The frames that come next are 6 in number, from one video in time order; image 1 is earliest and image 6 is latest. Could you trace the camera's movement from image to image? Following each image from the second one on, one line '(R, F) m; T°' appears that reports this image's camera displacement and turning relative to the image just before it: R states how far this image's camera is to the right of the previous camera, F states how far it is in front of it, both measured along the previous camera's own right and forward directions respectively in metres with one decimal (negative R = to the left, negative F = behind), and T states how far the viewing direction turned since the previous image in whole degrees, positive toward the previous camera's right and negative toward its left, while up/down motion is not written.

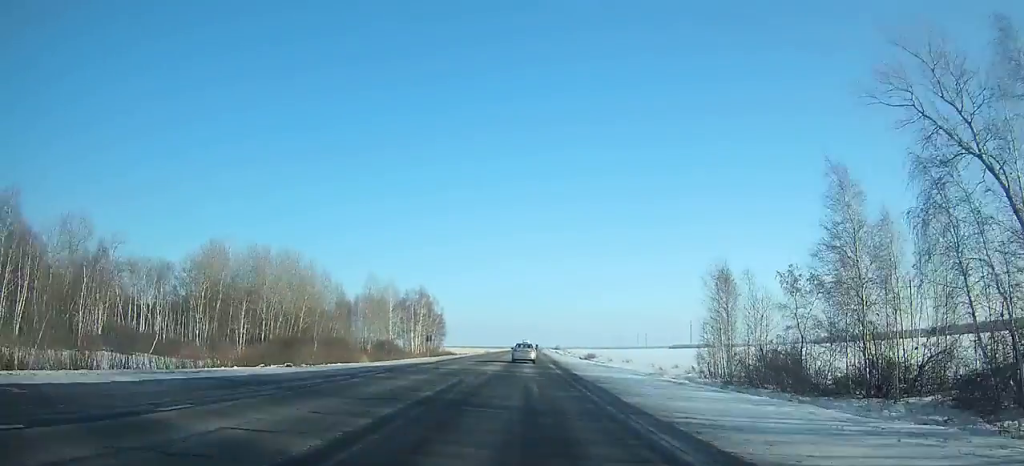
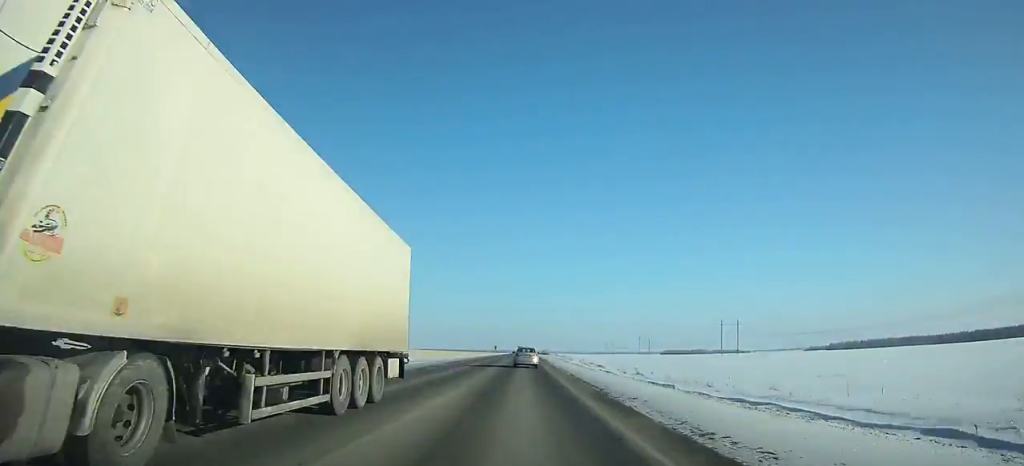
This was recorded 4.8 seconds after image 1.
(+1.4, +135.1) m; +1°
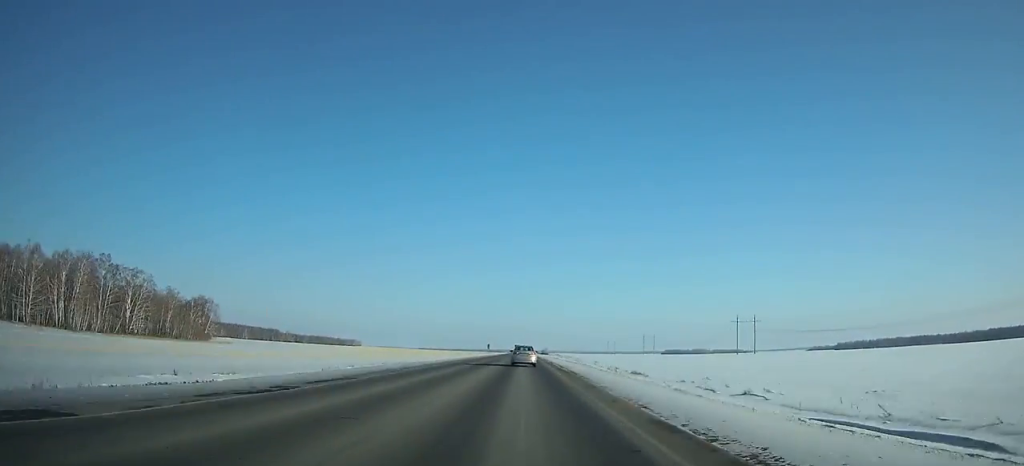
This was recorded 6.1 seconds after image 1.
(+0.1, +37.4) m; 0°
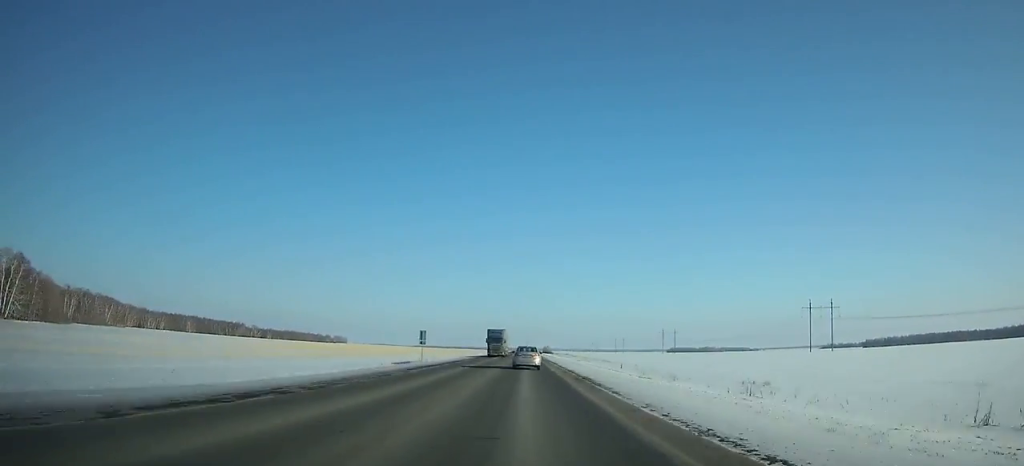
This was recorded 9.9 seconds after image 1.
(+0.1, +110.8) m; 0°
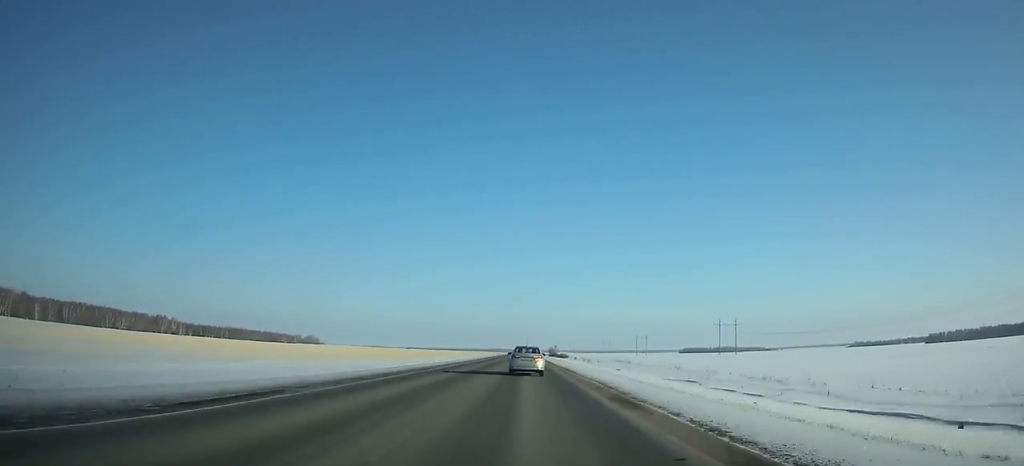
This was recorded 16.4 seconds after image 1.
(+0.6, +191.0) m; 0°
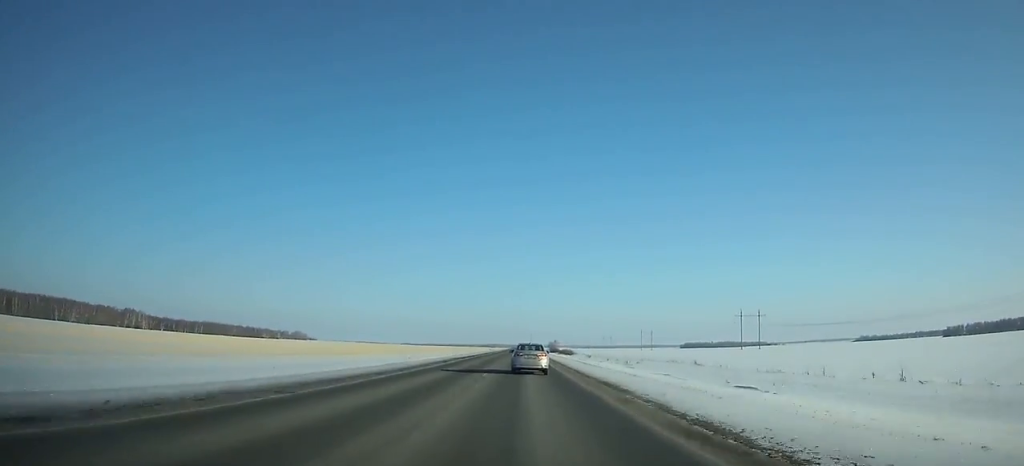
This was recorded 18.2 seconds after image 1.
(0.0, +52.6) m; 0°
